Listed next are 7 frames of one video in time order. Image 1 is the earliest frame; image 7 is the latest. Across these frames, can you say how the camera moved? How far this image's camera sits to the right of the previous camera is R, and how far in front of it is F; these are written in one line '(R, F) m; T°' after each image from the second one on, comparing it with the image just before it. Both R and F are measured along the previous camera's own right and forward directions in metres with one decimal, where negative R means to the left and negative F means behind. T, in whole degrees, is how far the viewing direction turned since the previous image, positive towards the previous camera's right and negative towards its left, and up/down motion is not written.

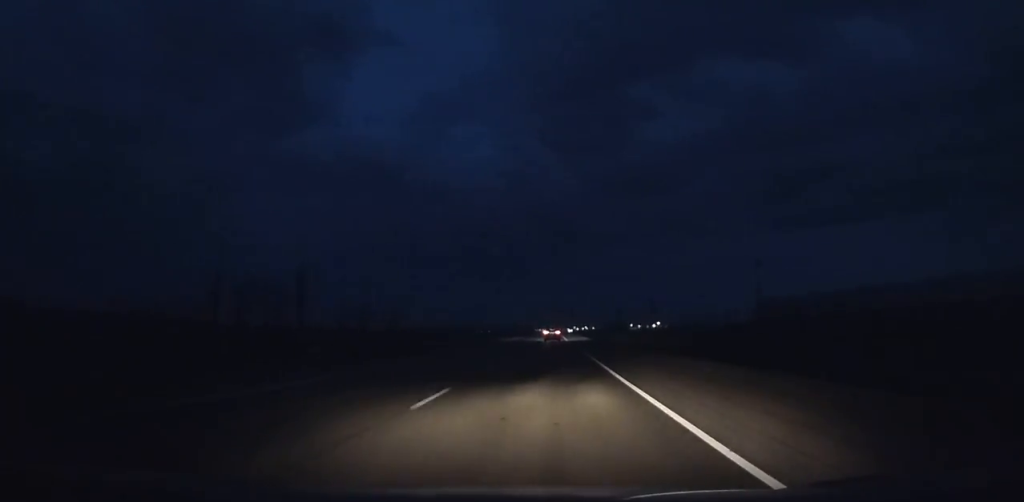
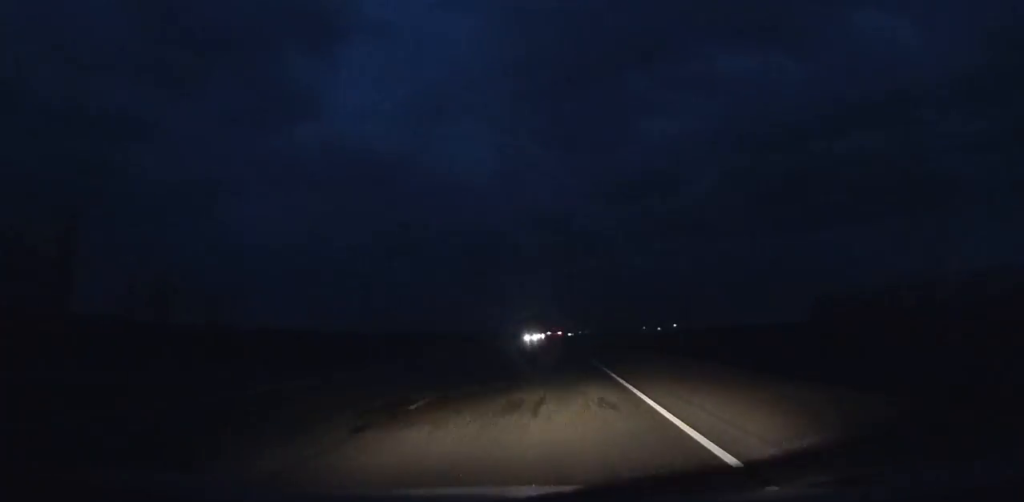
(0.0, +95.8) m; 0°
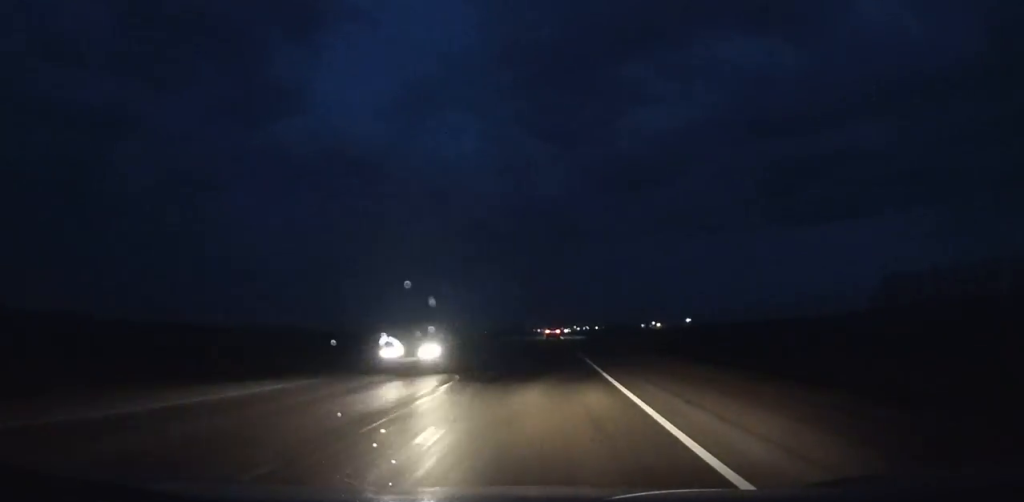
(0.0, +80.3) m; 0°
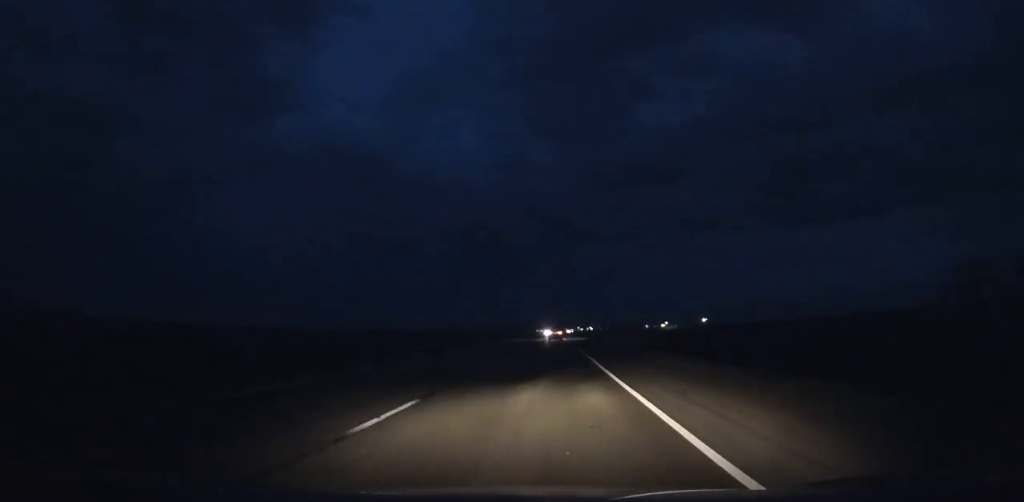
(-0.1, +53.9) m; 0°
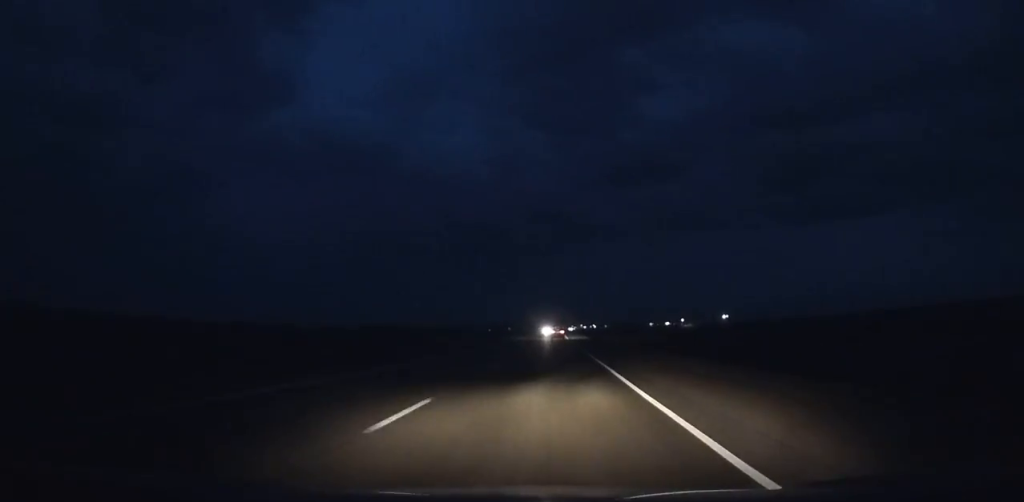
(-0.2, +59.8) m; 0°
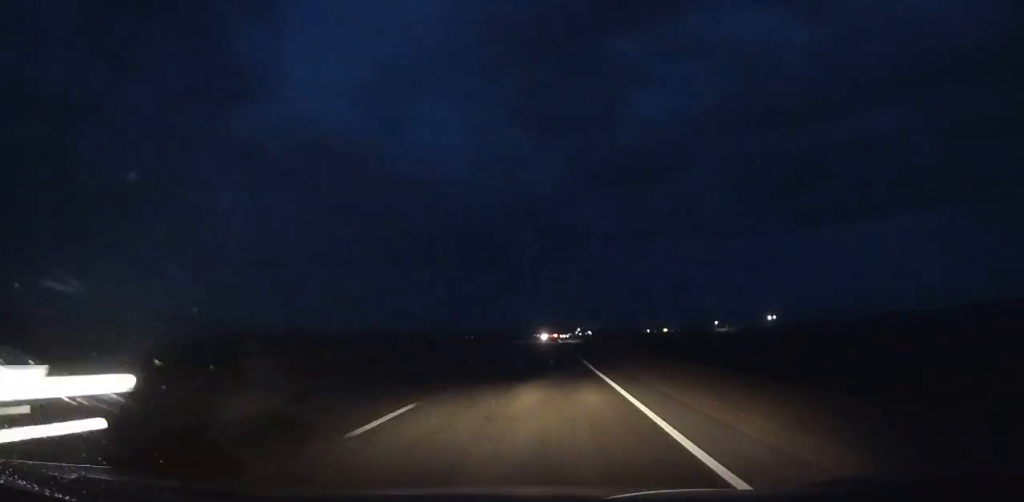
(+0.5, +119.1) m; 0°
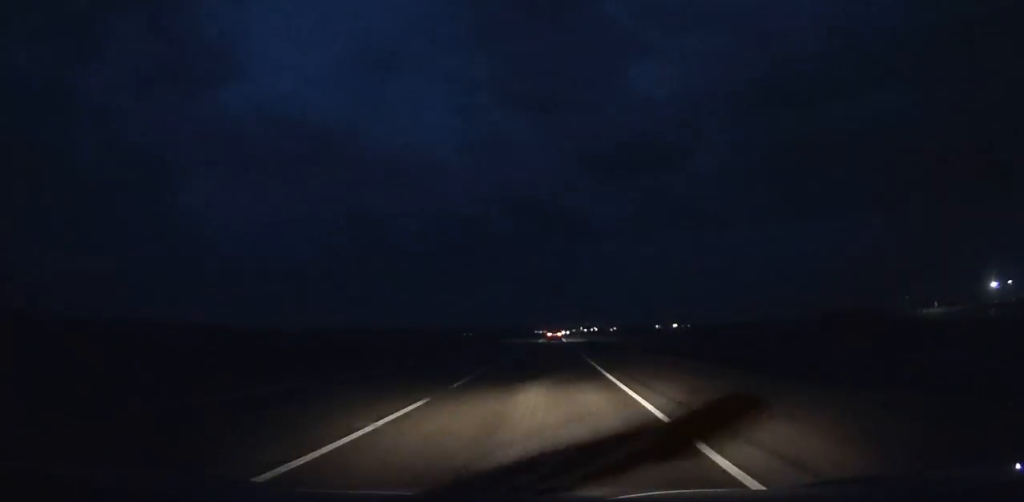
(-0.1, +208.2) m; 0°
